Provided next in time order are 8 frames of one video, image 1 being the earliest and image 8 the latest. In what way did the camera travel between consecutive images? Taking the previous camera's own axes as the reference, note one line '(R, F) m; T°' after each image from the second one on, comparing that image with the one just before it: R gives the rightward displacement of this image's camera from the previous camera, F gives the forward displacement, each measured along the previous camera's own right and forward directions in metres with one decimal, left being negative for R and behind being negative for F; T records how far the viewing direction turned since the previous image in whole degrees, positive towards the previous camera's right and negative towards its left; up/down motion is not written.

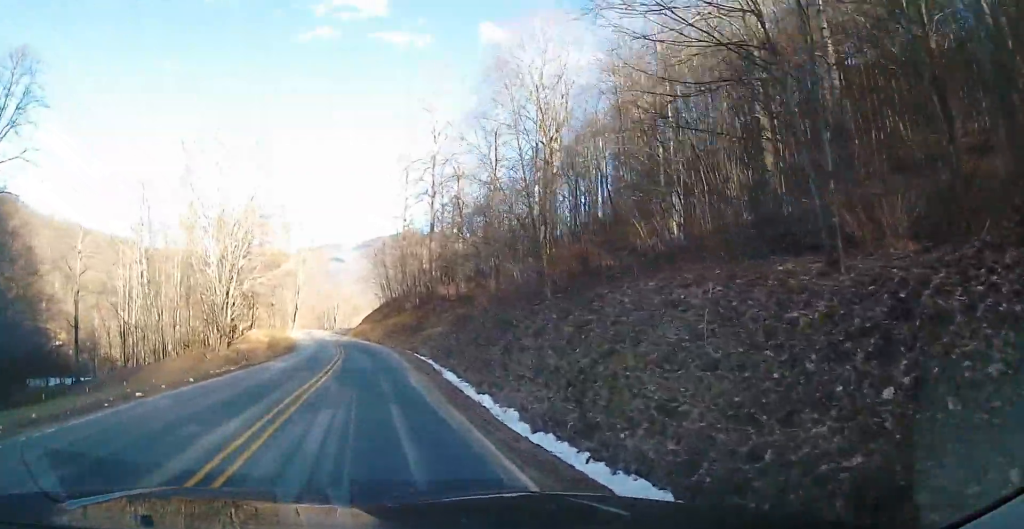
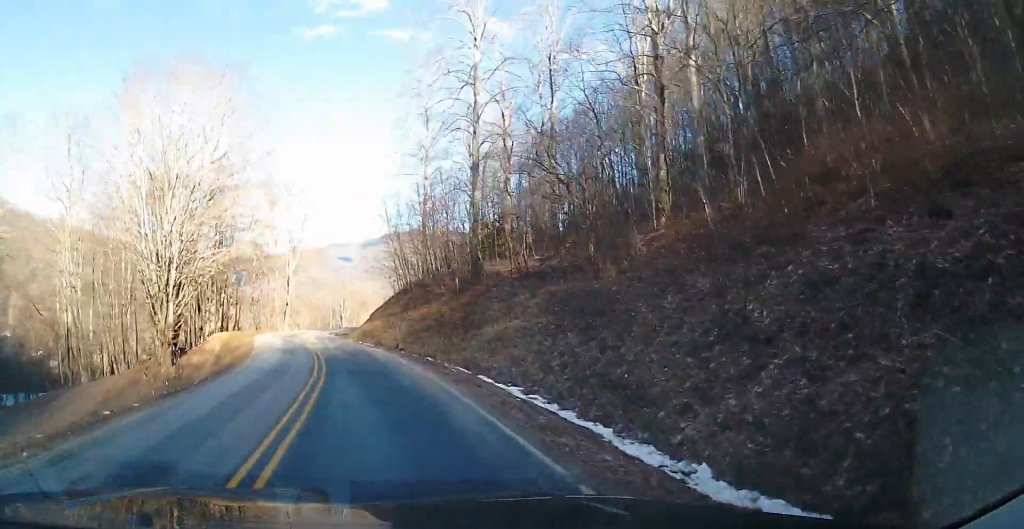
(-1.3, +22.3) m; -5°
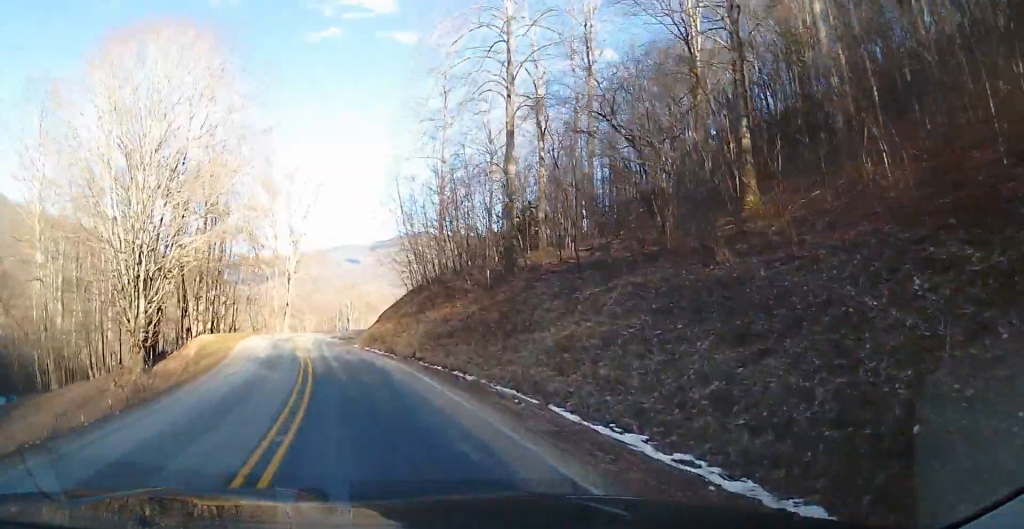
(-0.2, +7.3) m; 0°
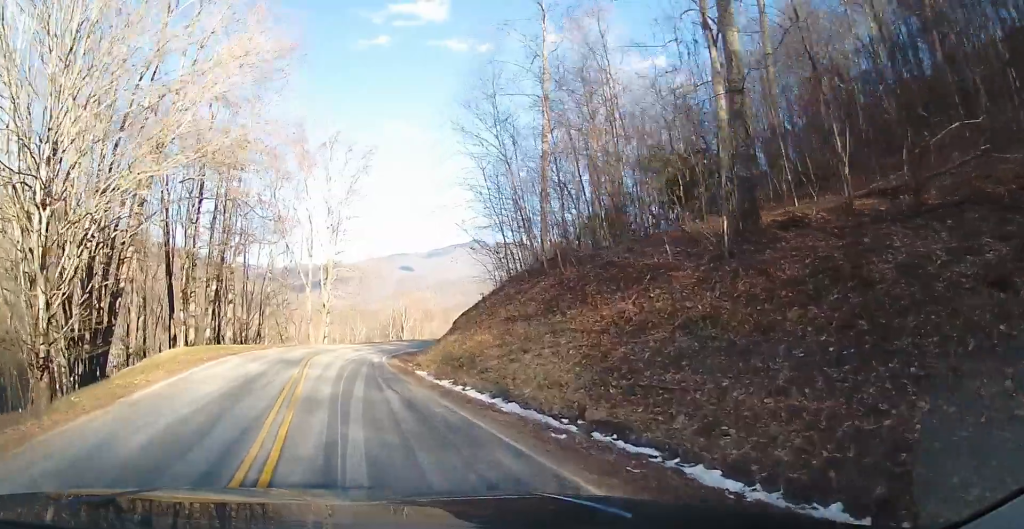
(-0.2, +17.3) m; -6°
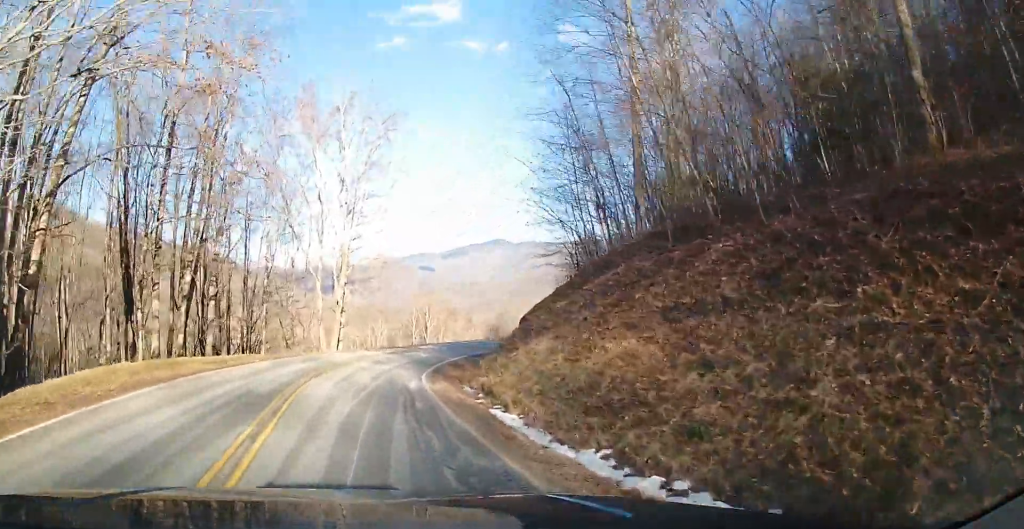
(-1.2, +10.6) m; -2°
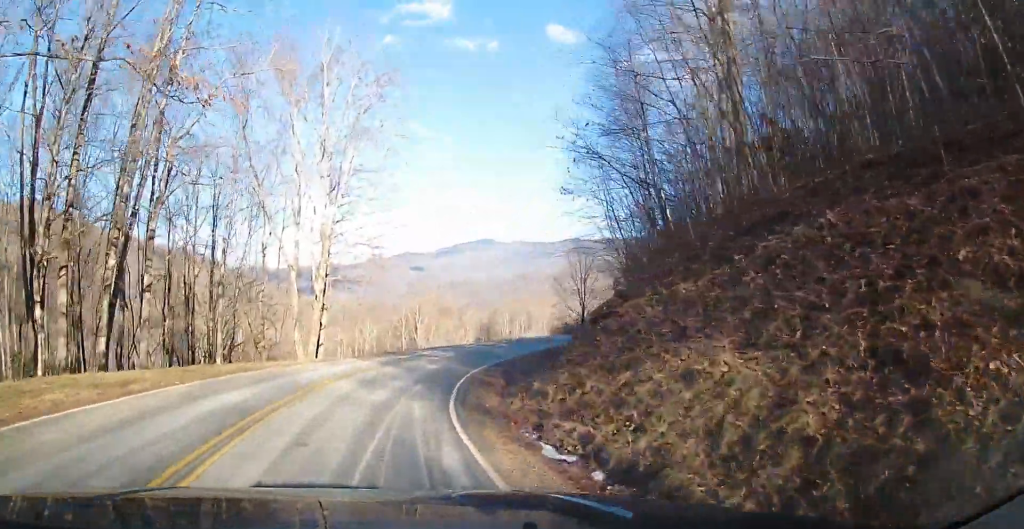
(+0.5, +8.5) m; +4°
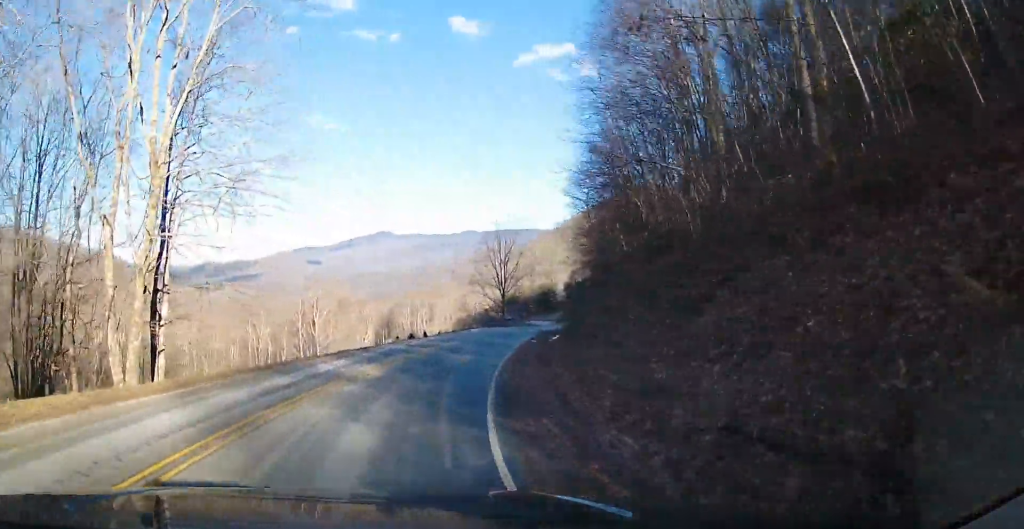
(+1.0, +15.5) m; +6°
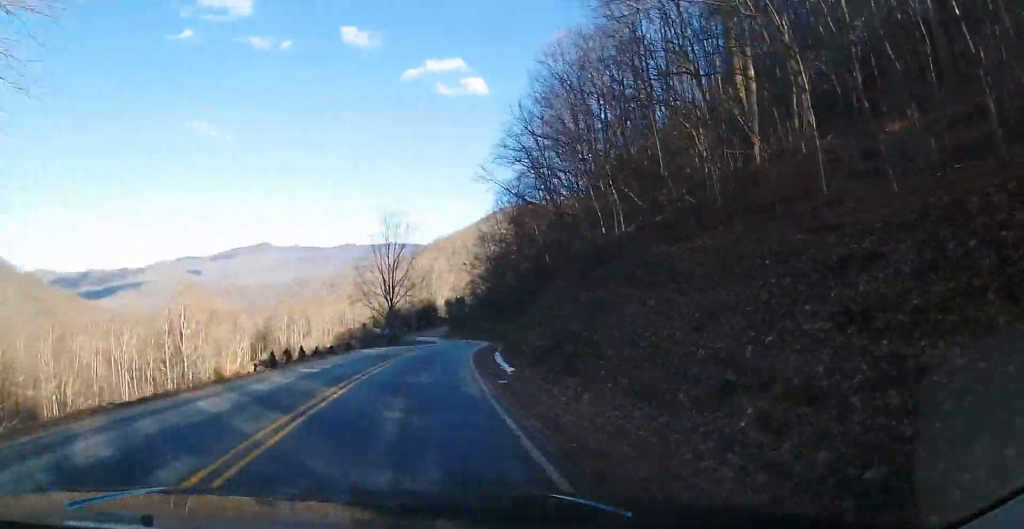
(+0.6, +15.4) m; +7°
